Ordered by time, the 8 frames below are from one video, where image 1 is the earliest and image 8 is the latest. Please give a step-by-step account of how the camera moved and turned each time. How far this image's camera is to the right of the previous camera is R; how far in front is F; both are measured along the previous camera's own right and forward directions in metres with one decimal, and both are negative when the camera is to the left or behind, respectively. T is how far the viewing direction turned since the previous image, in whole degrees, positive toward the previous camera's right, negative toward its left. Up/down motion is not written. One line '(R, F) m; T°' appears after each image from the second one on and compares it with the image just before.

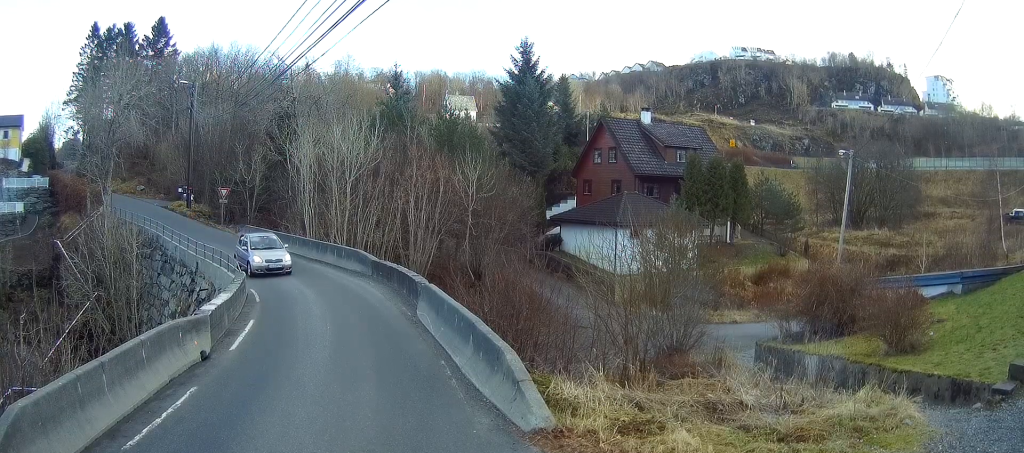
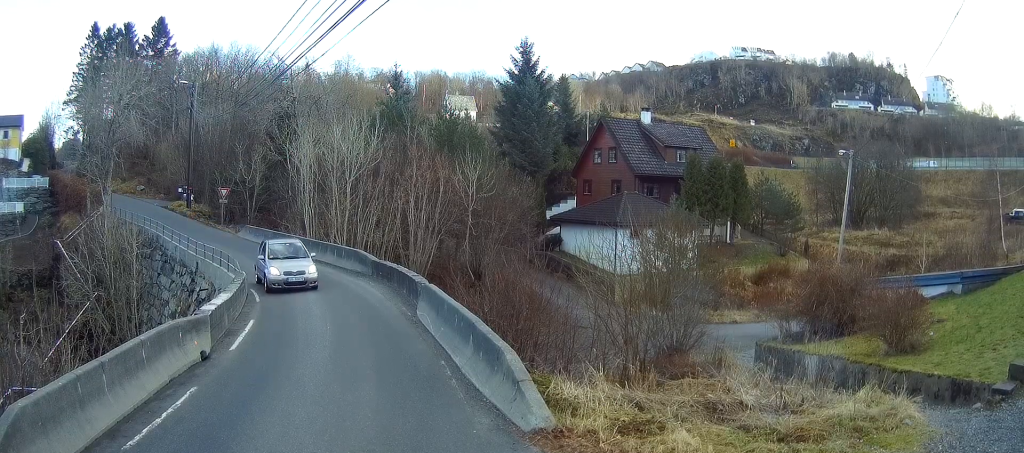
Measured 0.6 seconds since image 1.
(0.0, 0.0) m; 0°
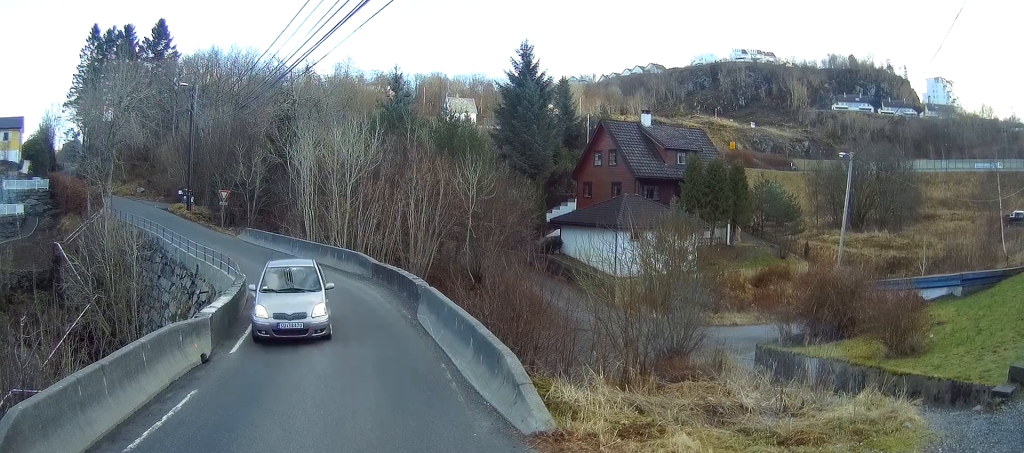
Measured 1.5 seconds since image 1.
(0.0, 0.0) m; 0°
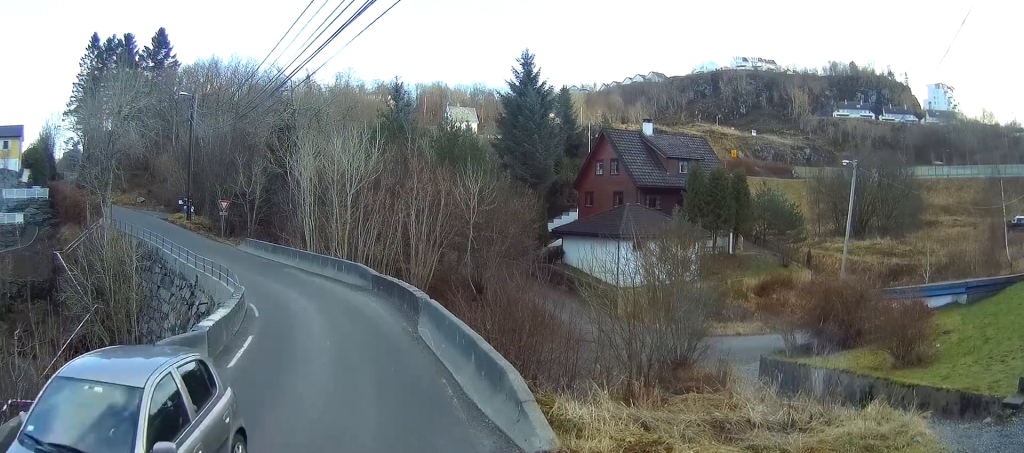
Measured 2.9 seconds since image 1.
(0.0, +0.2) m; 0°
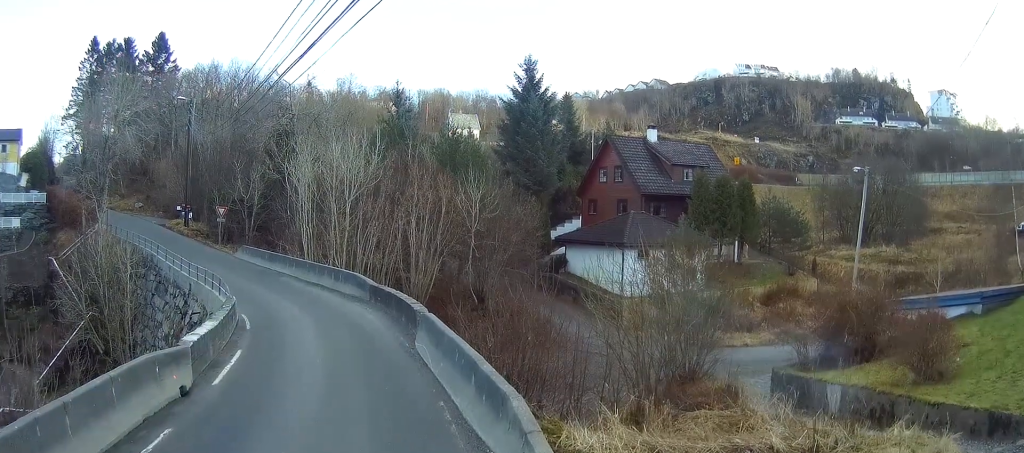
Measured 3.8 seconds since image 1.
(0.0, +0.6) m; 0°
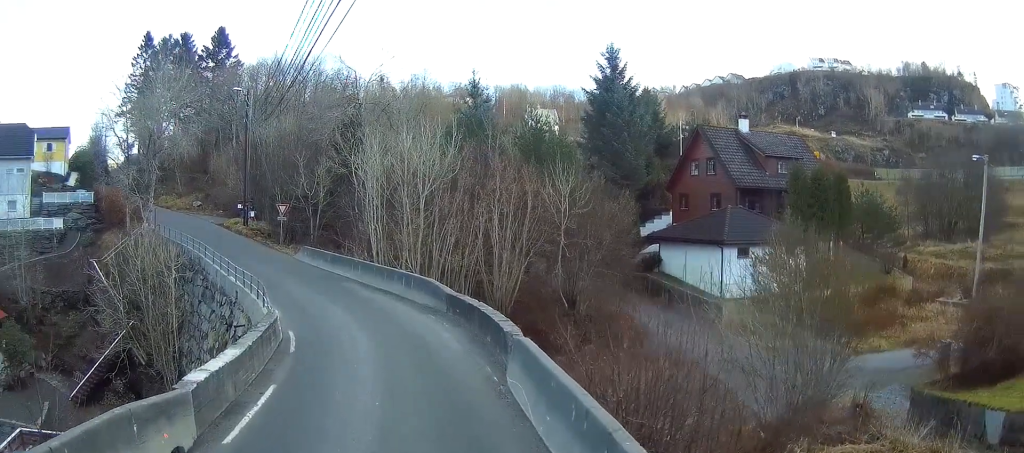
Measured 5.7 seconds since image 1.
(-0.6, +2.9) m; -14°
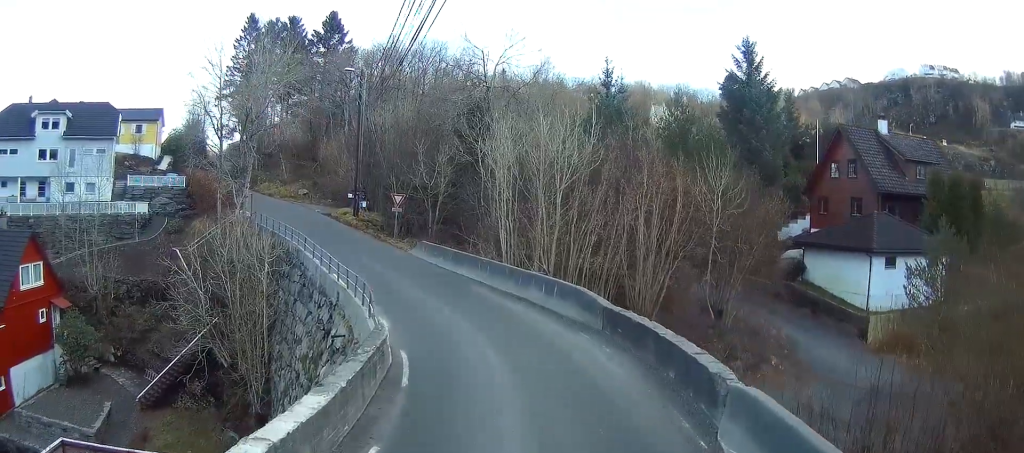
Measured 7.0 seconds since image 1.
(-0.1, +2.9) m; +2°
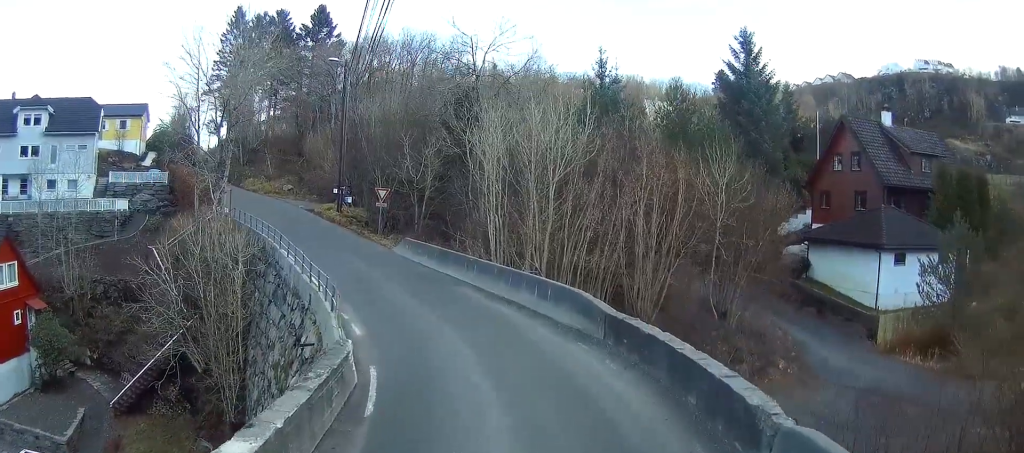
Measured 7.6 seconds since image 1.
(0.0, +1.6) m; +7°
